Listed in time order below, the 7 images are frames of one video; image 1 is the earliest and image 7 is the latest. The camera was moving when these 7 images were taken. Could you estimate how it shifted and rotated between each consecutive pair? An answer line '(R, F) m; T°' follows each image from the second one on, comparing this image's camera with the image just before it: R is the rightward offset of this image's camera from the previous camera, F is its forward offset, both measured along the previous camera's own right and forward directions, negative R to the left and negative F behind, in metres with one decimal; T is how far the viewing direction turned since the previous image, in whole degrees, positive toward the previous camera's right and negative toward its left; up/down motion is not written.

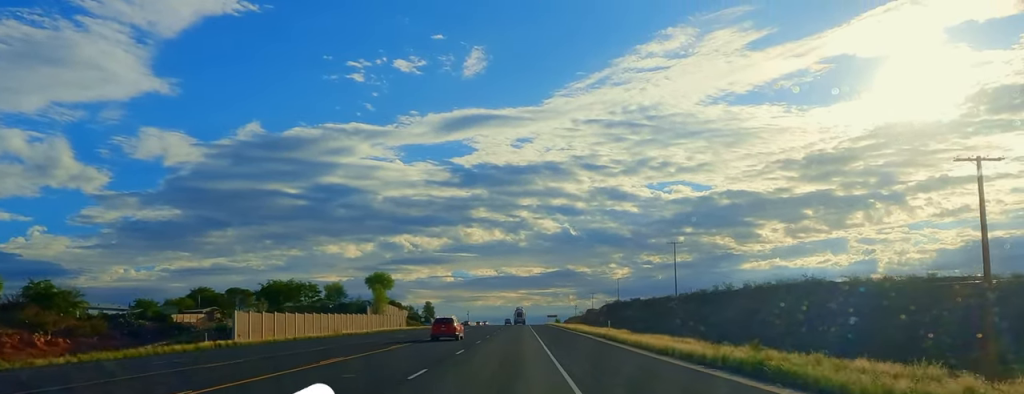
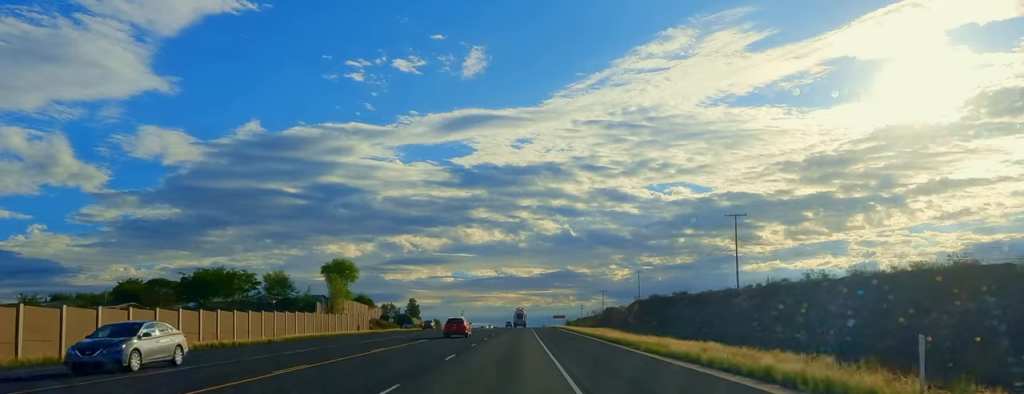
(-0.4, +40.5) m; 0°
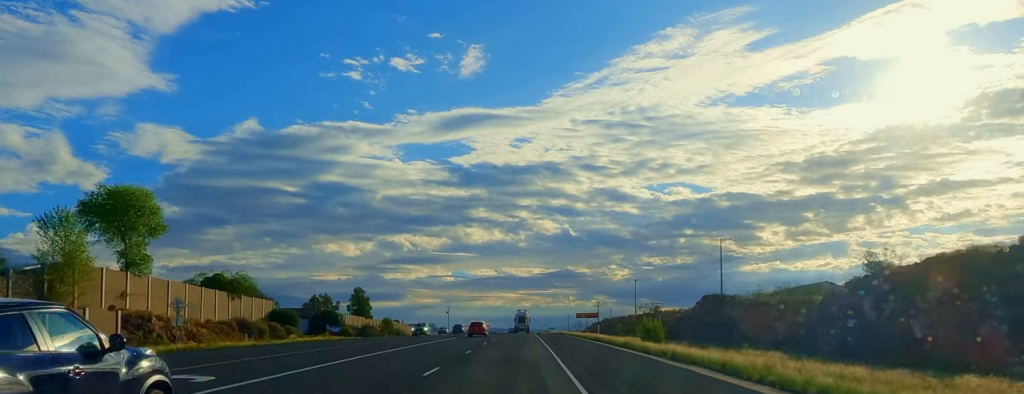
(+1.4, +78.2) m; 0°
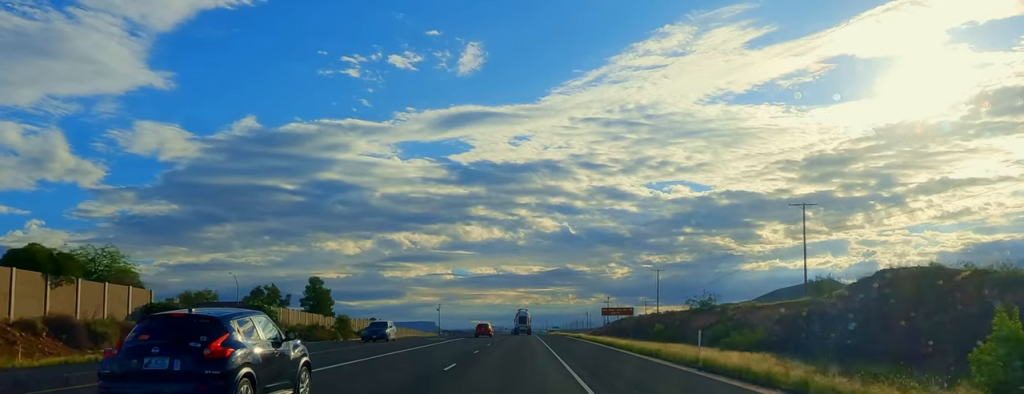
(-0.8, +32.4) m; 0°
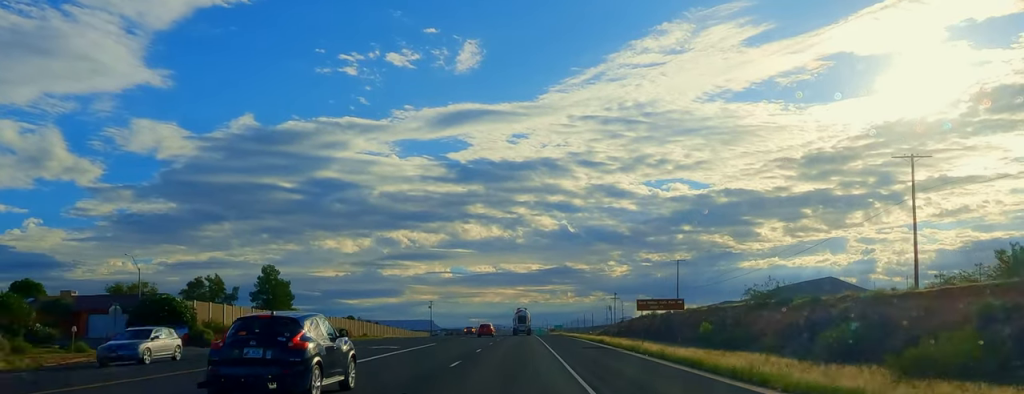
(-0.6, +21.8) m; 0°
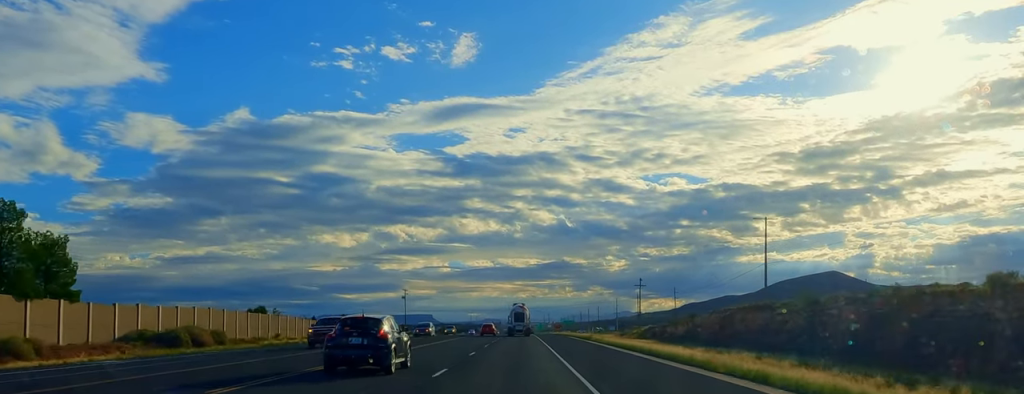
(+1.4, +50.5) m; +1°
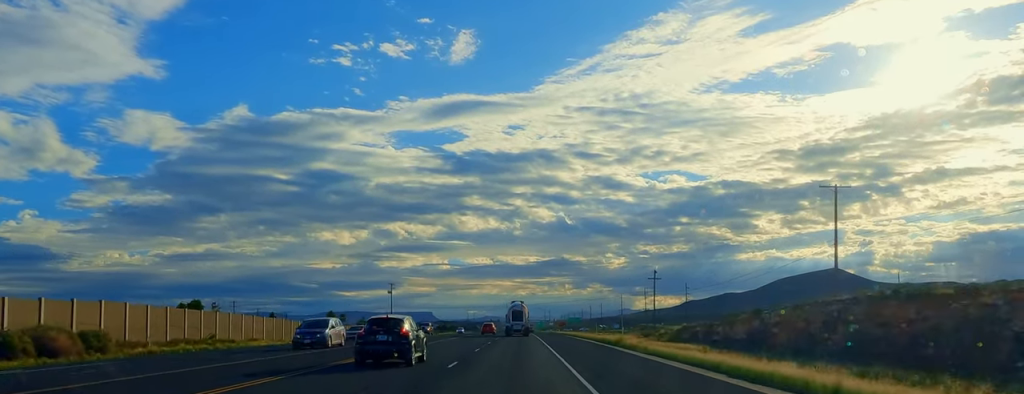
(-0.2, +19.4) m; 0°
